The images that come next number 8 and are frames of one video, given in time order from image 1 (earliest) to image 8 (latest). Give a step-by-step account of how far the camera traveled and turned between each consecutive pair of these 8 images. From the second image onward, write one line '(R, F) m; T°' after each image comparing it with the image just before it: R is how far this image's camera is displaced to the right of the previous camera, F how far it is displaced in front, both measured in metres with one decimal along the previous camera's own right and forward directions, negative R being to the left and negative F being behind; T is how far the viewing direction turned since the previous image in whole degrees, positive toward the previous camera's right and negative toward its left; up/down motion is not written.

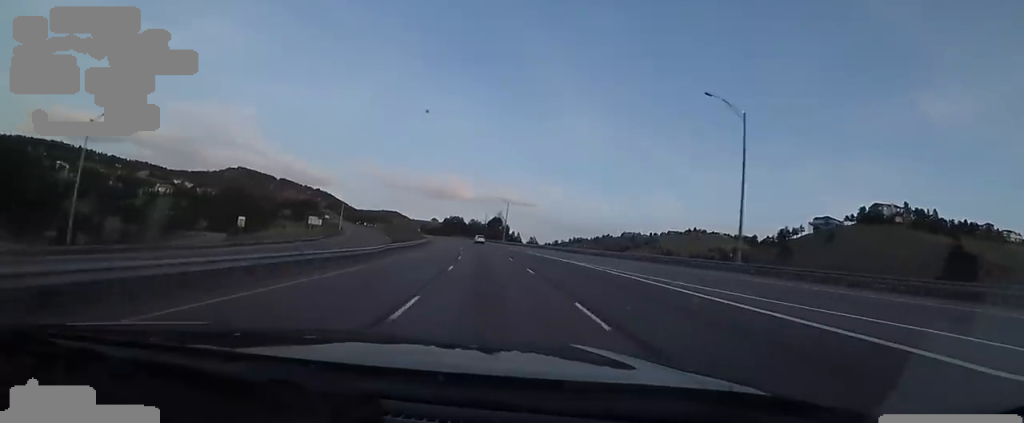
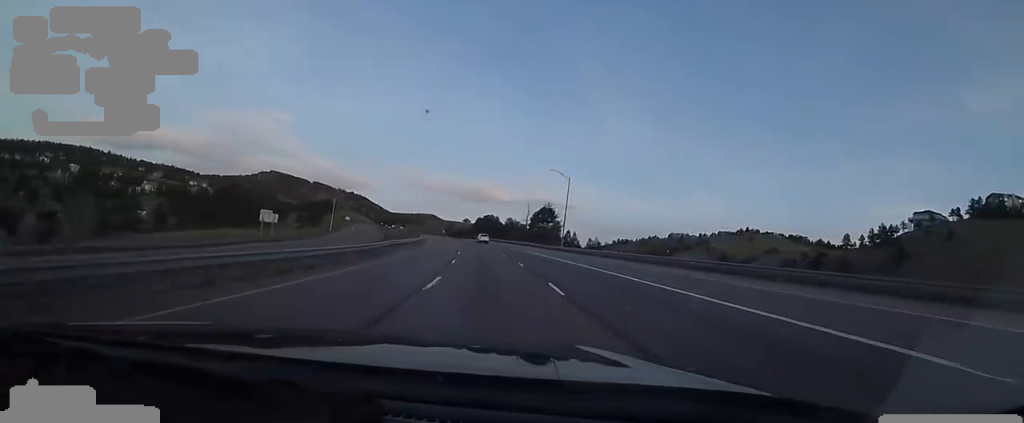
(-2.6, +56.5) m; -5°
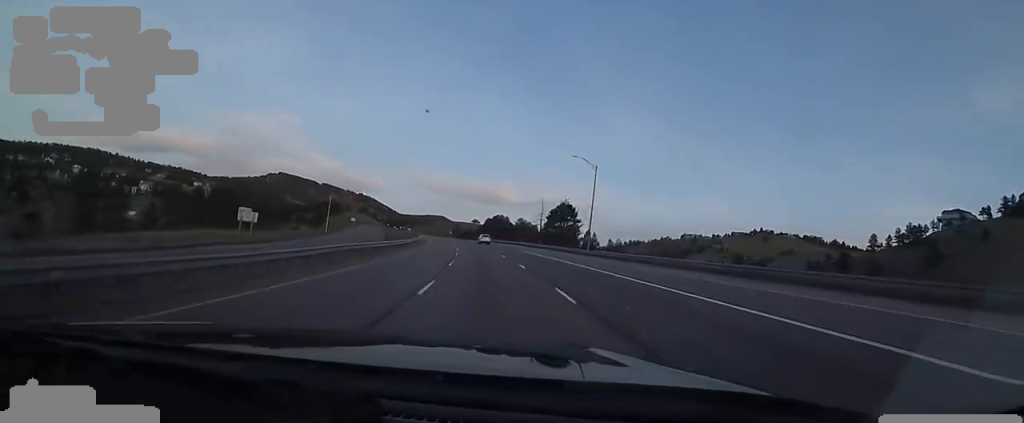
(+0.3, +13.5) m; -1°
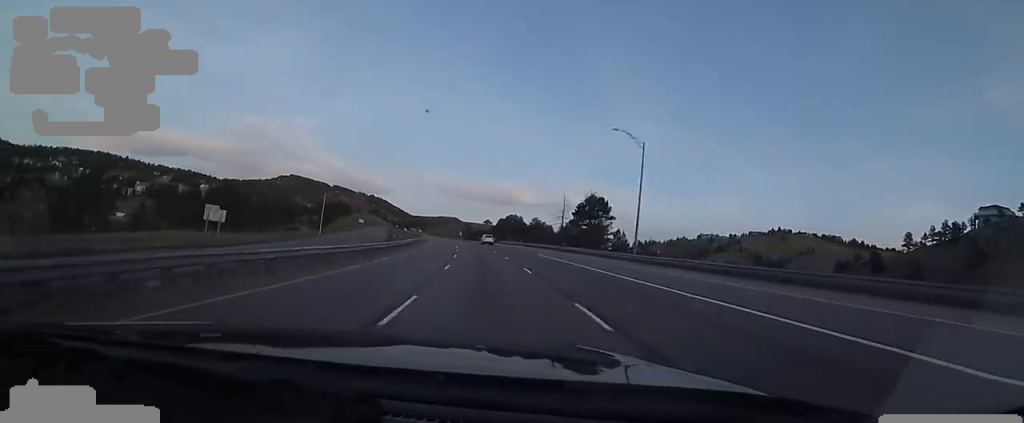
(-0.6, +15.6) m; -1°
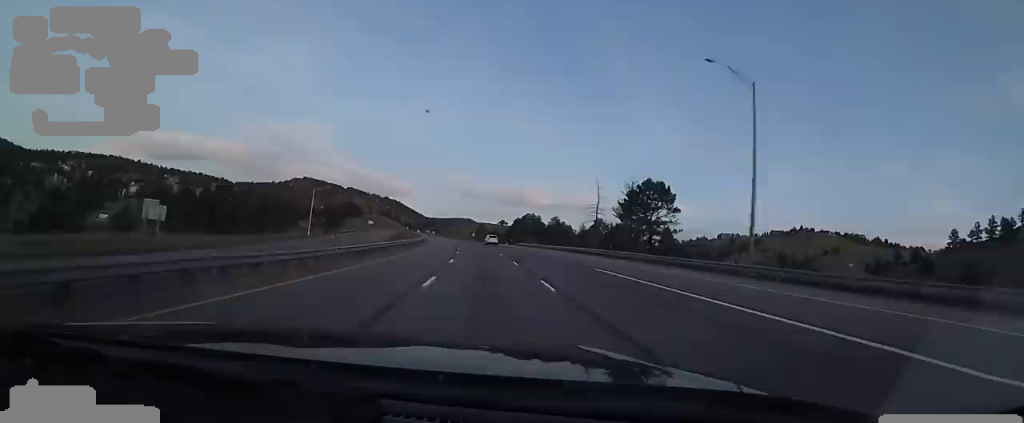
(-0.5, +18.8) m; -2°
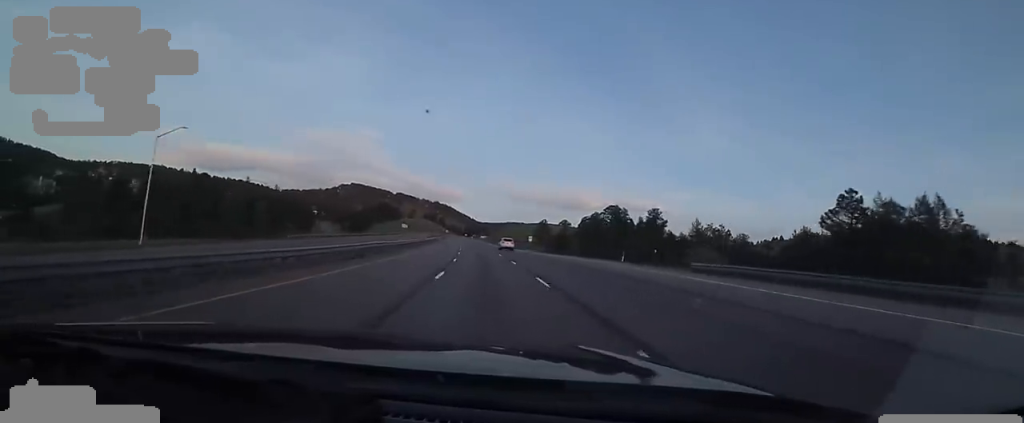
(-3.8, +69.9) m; -6°
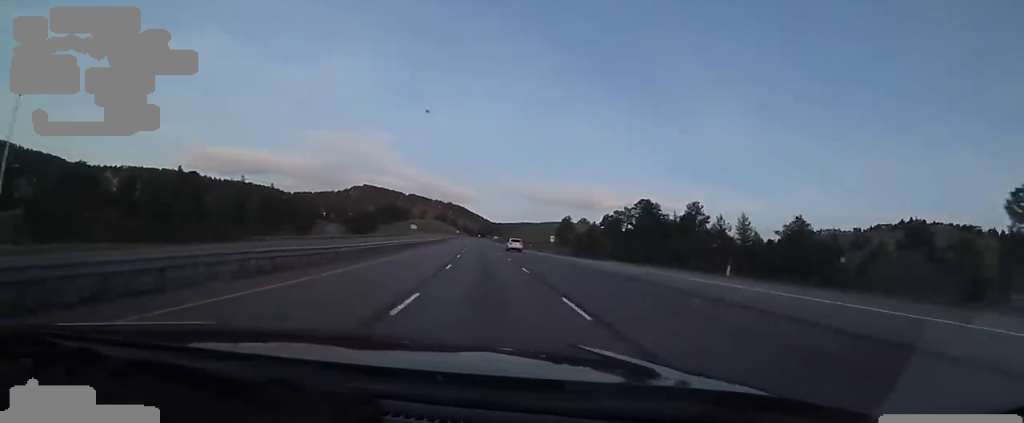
(+0.4, +18.8) m; -2°
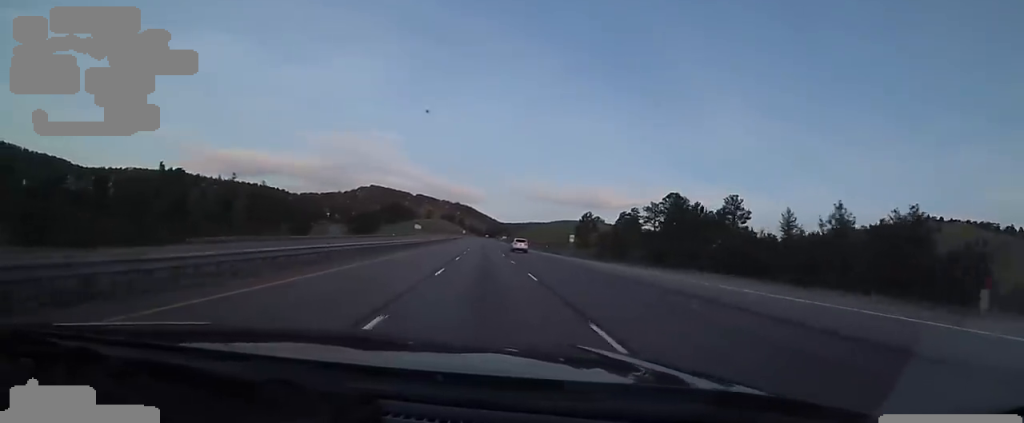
(-0.6, +15.4) m; -1°
